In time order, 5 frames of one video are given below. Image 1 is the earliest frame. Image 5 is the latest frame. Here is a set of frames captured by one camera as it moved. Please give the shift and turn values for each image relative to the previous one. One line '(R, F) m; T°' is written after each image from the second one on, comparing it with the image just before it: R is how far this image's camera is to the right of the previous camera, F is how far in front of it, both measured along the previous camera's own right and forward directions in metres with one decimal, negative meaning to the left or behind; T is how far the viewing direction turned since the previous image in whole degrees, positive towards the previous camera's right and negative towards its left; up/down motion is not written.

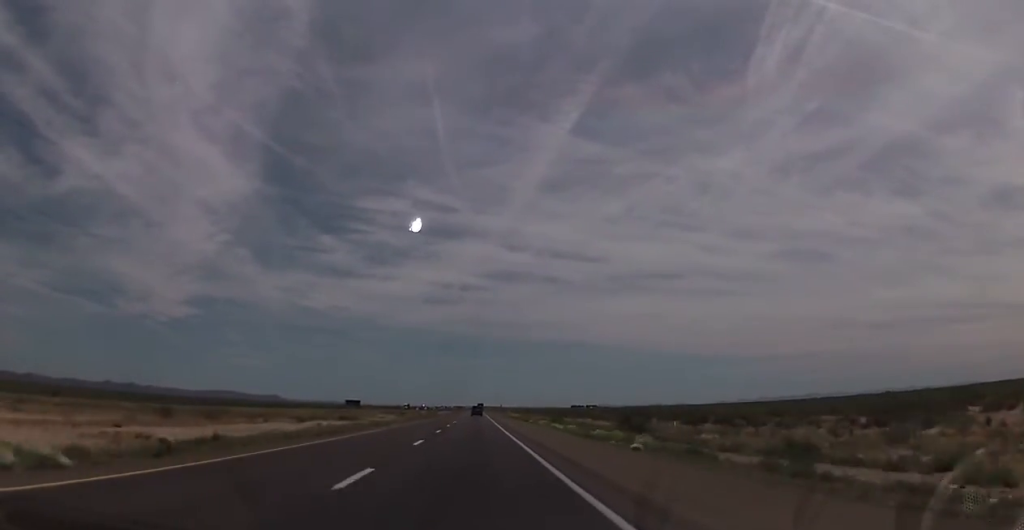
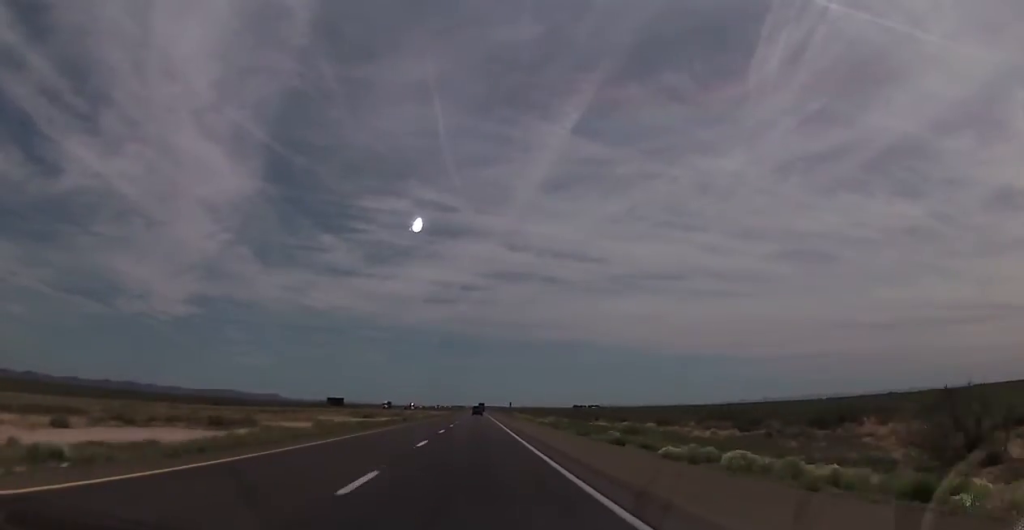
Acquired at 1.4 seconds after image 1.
(0.0, +49.9) m; 0°
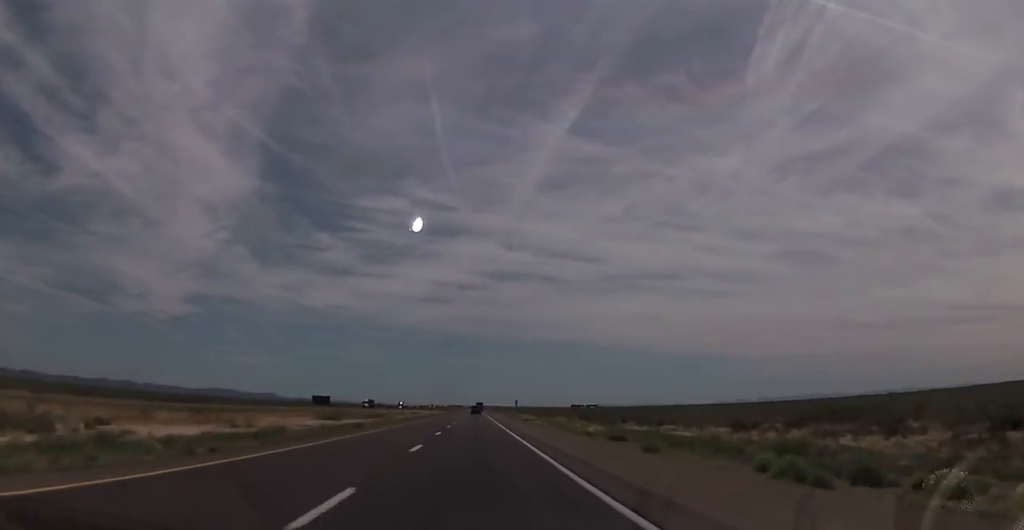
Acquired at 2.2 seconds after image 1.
(0.0, +27.4) m; 0°
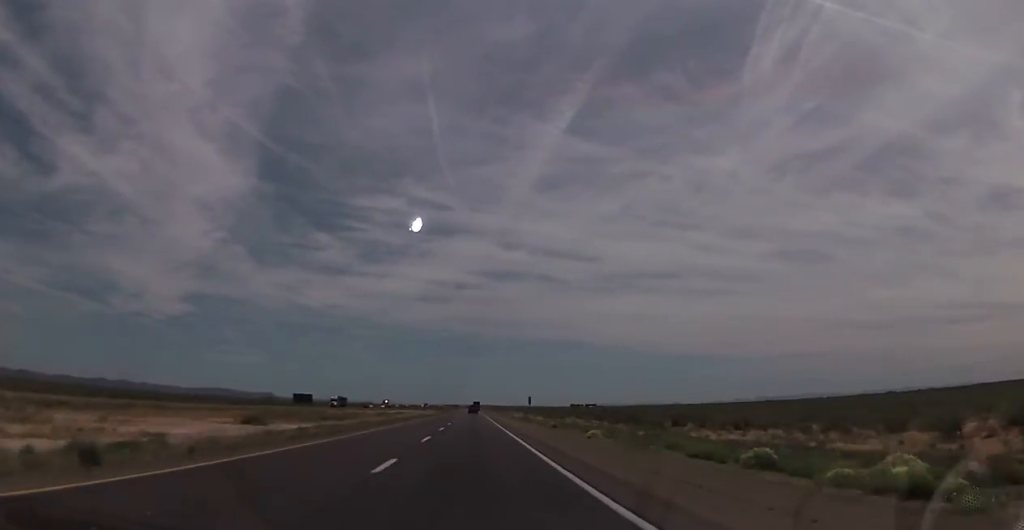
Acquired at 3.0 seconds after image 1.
(0.0, +30.9) m; +1°
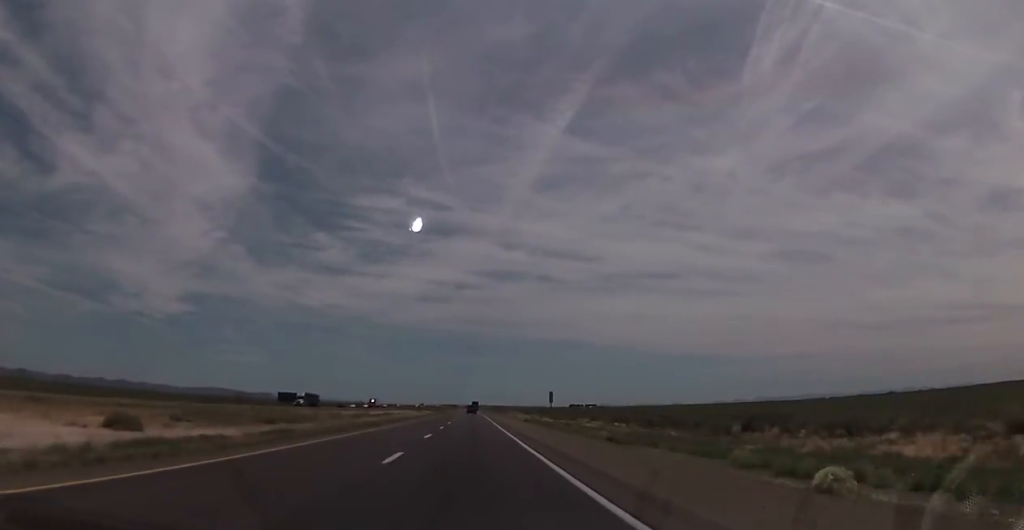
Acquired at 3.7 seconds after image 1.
(+0.3, +22.6) m; 0°
